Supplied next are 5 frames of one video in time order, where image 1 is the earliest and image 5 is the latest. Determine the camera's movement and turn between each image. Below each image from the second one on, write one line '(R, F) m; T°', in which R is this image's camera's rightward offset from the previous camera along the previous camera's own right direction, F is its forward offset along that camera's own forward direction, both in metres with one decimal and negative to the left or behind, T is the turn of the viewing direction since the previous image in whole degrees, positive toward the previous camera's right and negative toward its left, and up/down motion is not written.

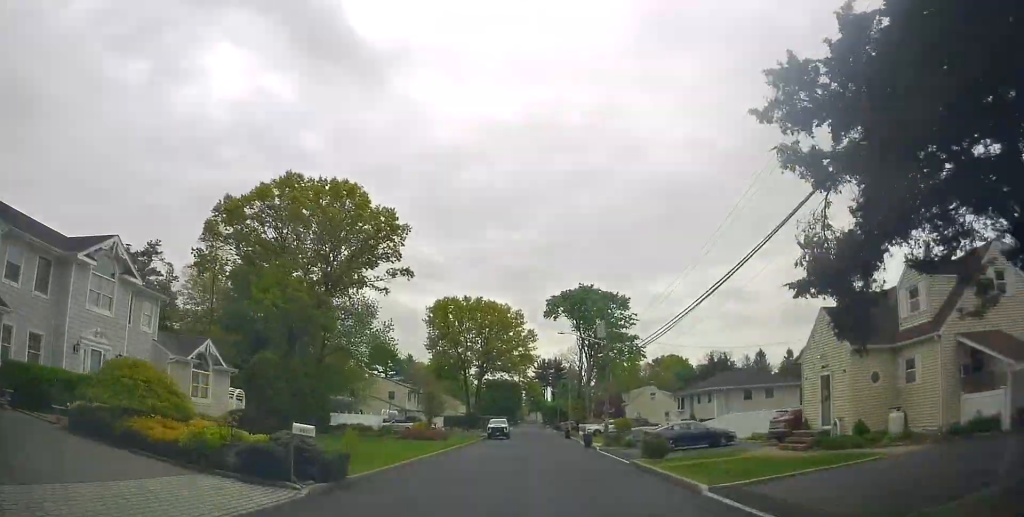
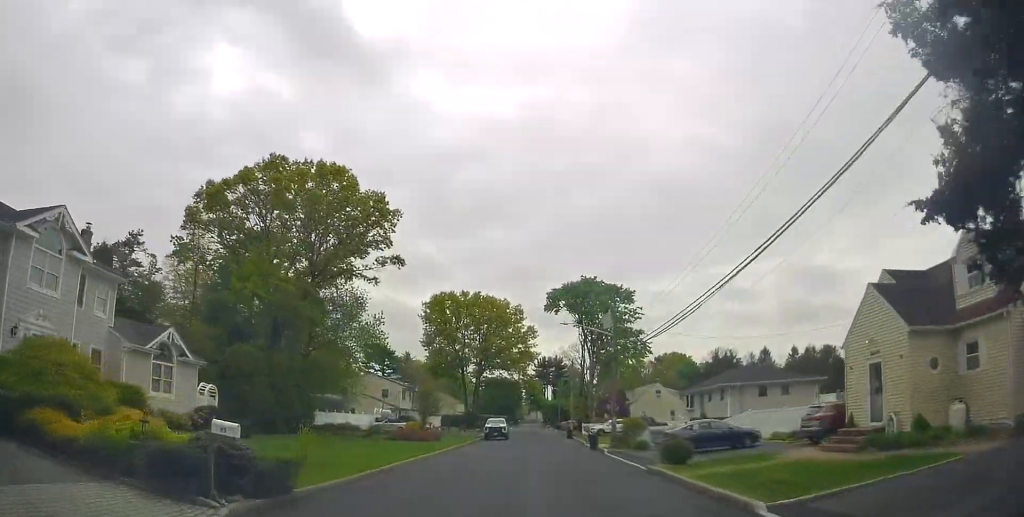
(-0.1, +3.4) m; 0°
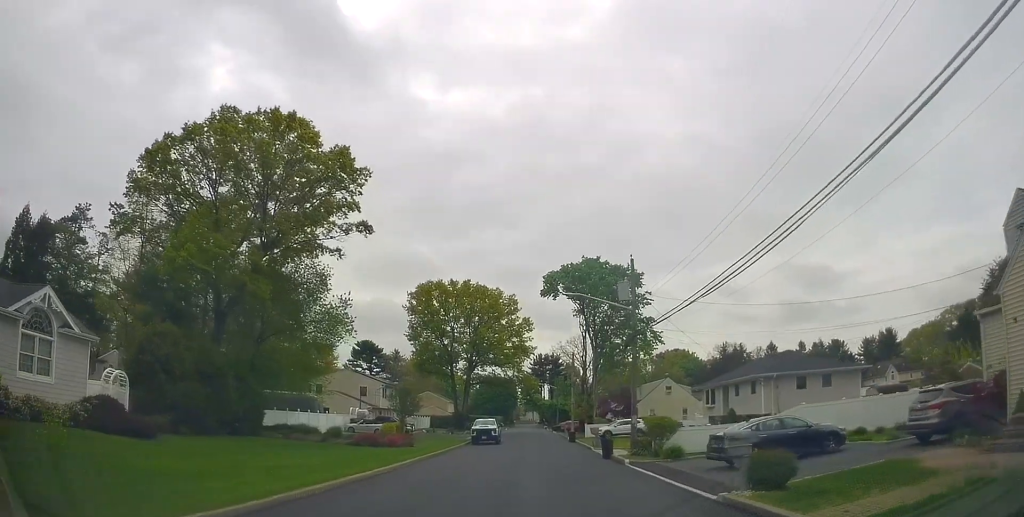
(+0.2, +8.2) m; +2°
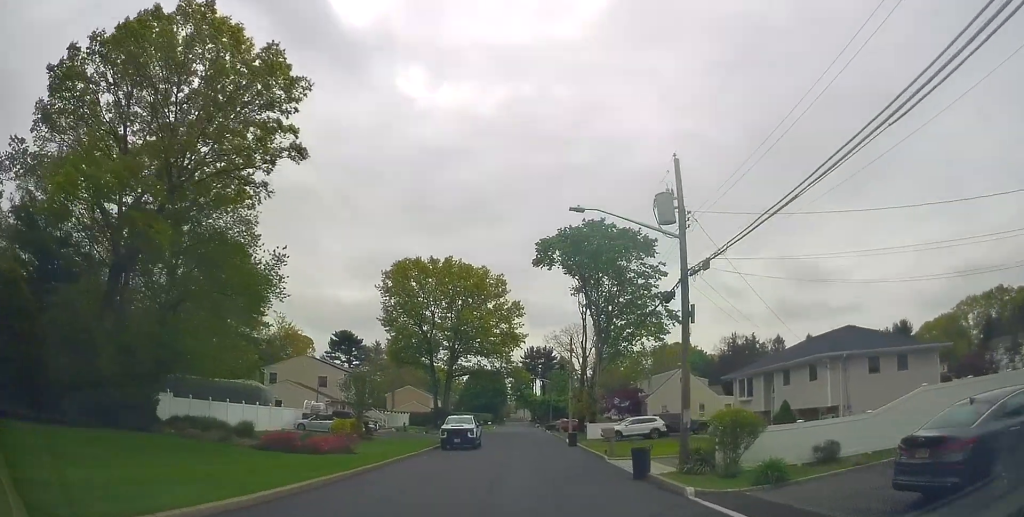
(+0.1, +11.0) m; 0°
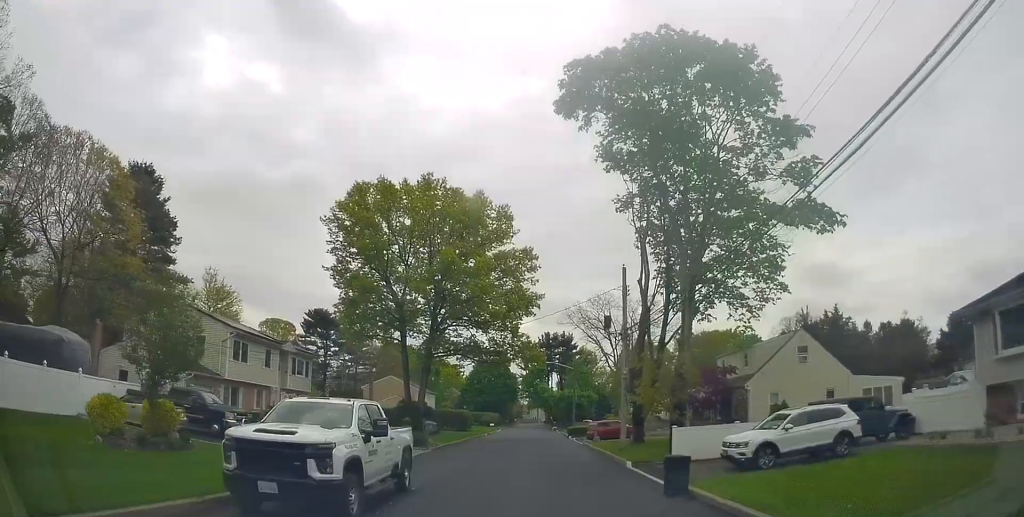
(-0.9, +25.9) m; -4°
